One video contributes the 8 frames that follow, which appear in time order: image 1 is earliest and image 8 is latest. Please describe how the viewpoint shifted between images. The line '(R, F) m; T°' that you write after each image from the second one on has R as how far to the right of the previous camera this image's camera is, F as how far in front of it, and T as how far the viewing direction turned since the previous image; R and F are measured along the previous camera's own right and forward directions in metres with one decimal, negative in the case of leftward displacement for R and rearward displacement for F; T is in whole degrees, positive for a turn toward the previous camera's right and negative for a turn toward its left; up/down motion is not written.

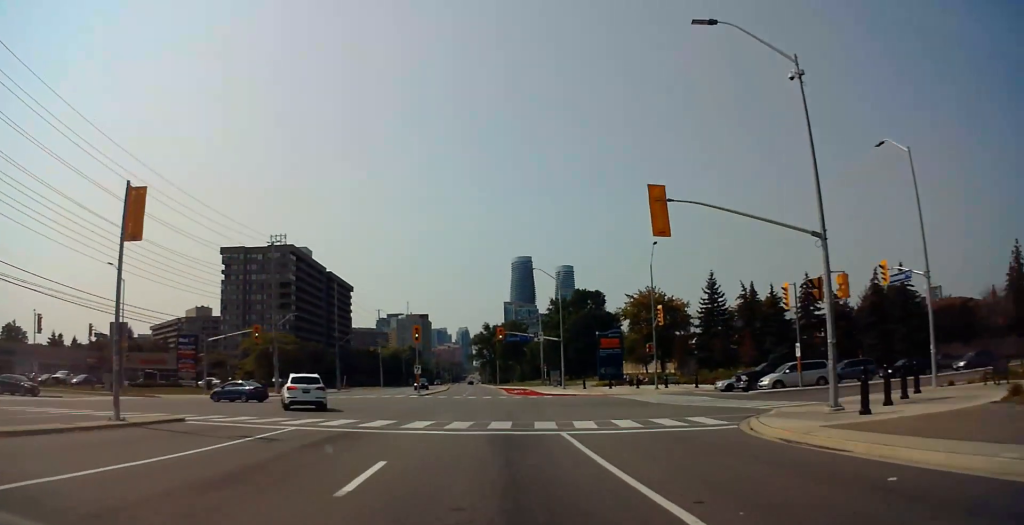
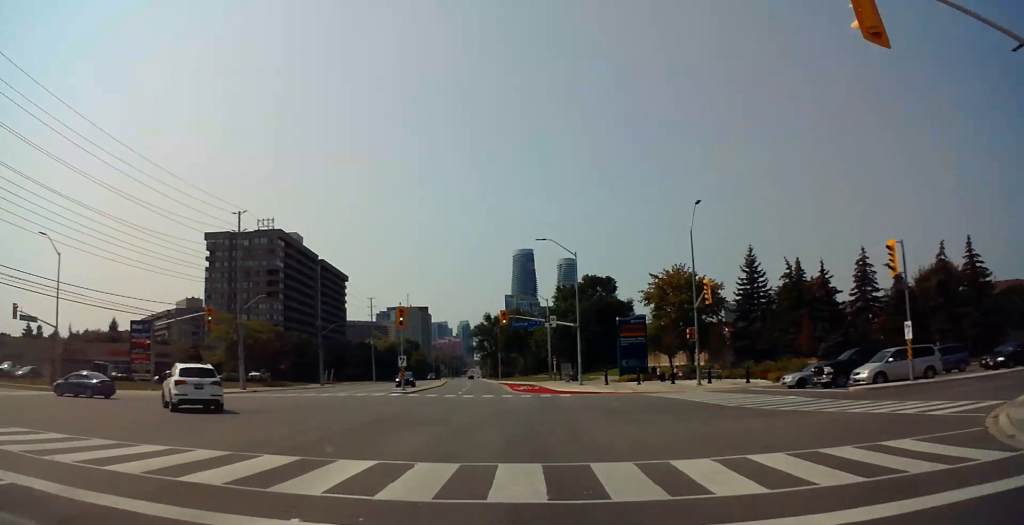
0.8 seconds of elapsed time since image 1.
(-0.1, +12.6) m; 0°
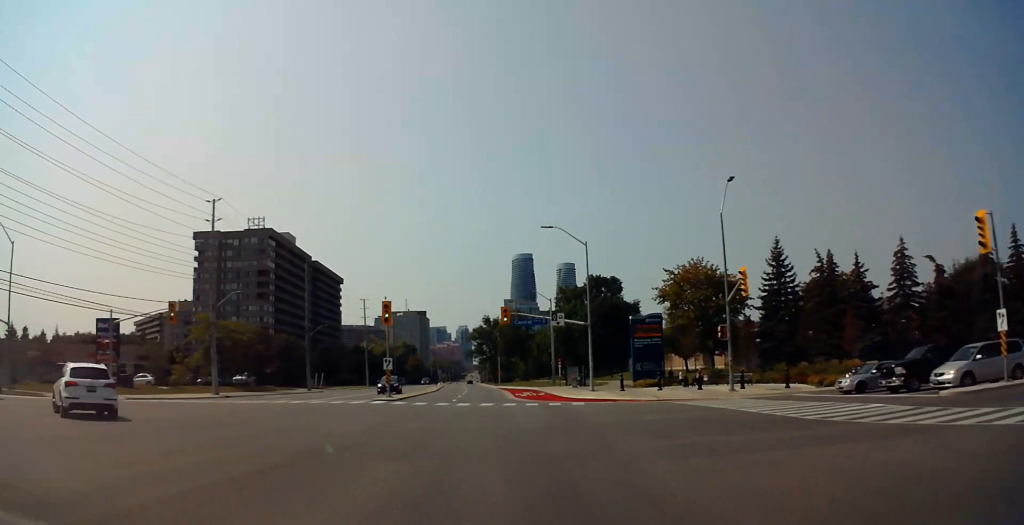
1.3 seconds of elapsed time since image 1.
(-0.2, +7.3) m; +1°
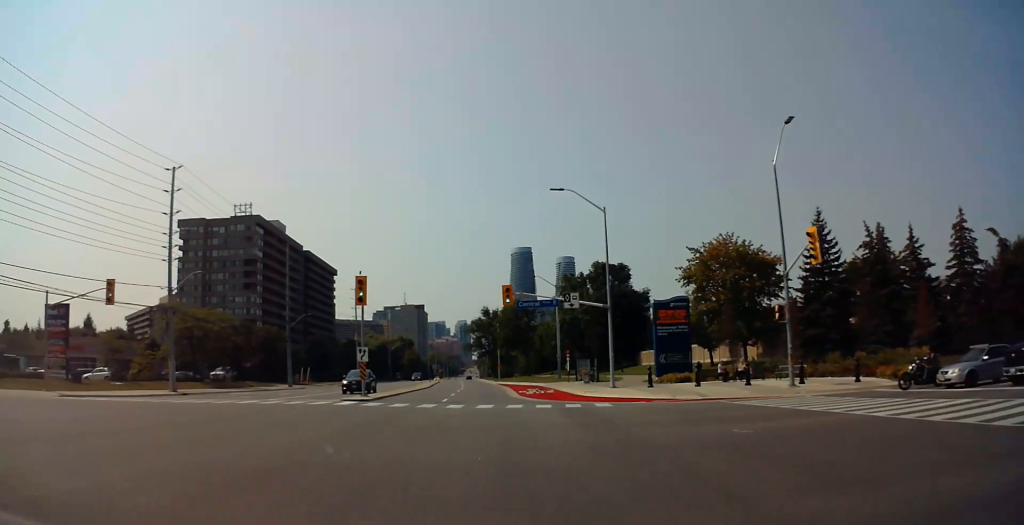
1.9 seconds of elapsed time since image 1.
(+0.2, +9.2) m; +1°
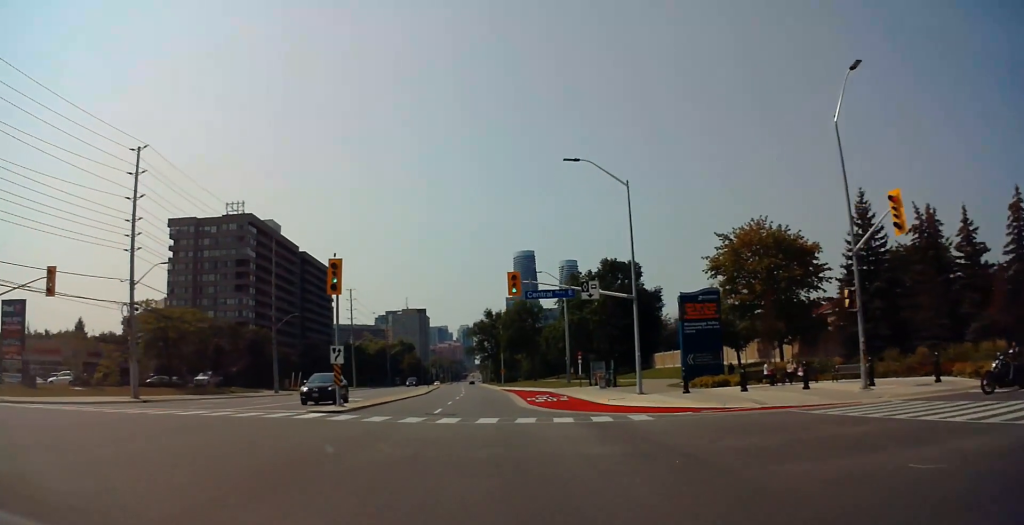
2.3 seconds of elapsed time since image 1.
(+0.2, +7.1) m; +1°
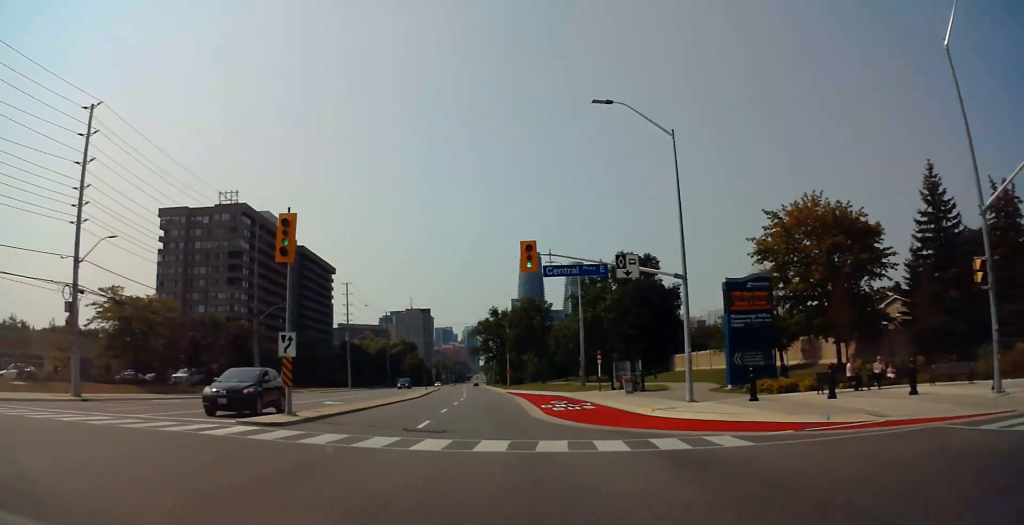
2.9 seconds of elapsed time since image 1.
(-0.1, +8.5) m; -1°
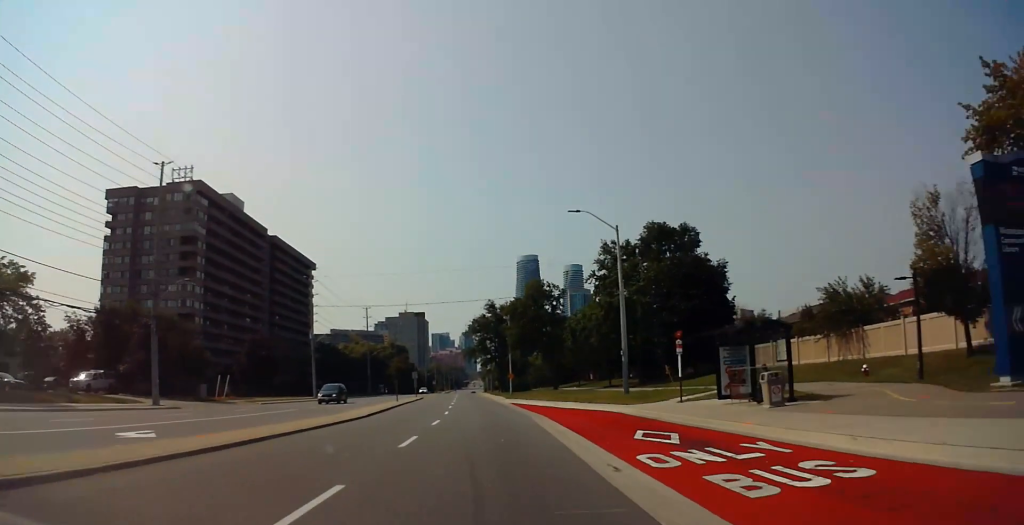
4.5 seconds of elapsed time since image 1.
(-0.6, +23.0) m; 0°
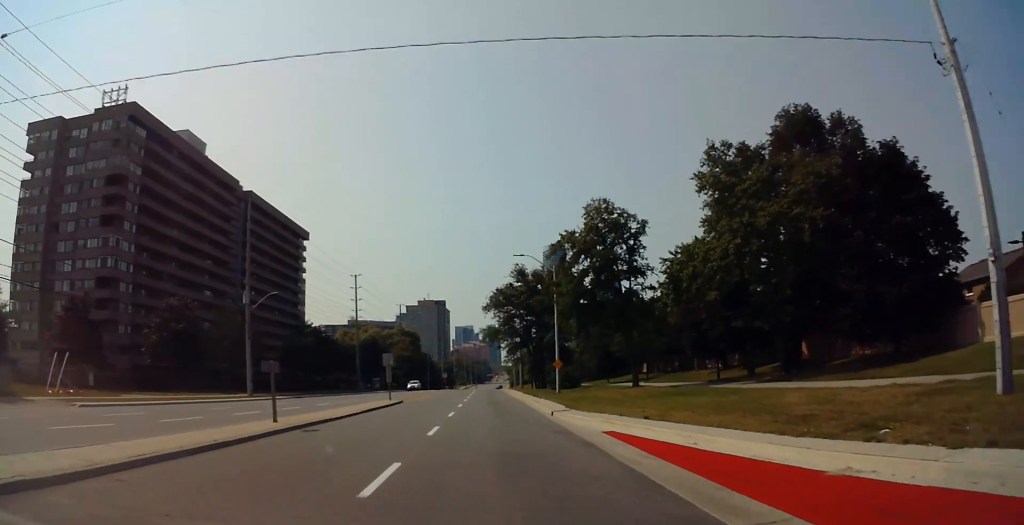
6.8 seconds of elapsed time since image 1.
(+2.1, +33.7) m; +2°
